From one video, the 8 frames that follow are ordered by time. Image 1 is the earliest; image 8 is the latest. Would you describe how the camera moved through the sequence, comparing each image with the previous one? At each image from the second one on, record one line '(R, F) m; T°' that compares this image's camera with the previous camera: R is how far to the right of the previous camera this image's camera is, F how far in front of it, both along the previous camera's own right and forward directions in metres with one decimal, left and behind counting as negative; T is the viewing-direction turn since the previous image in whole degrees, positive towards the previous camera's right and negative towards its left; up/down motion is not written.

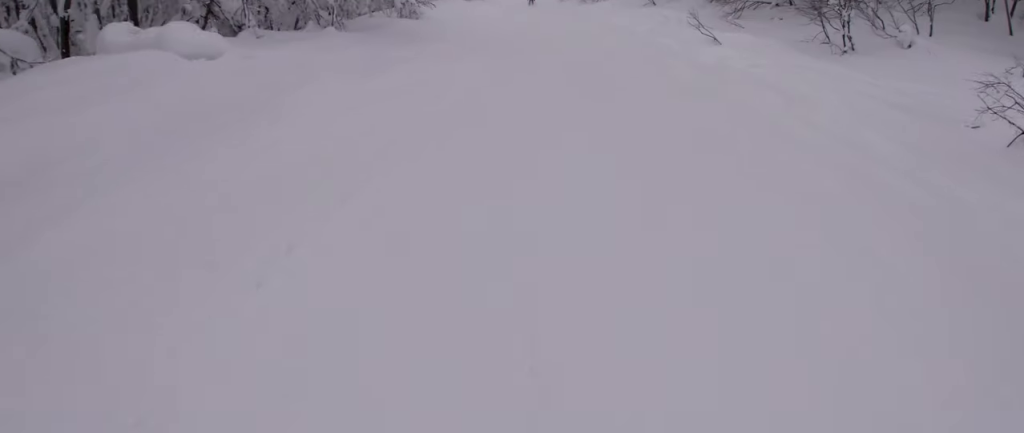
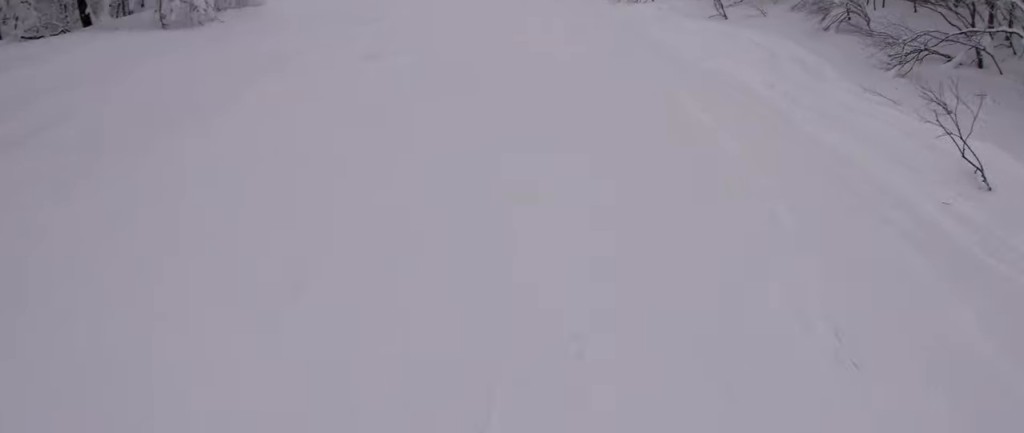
(+0.7, +13.5) m; +8°
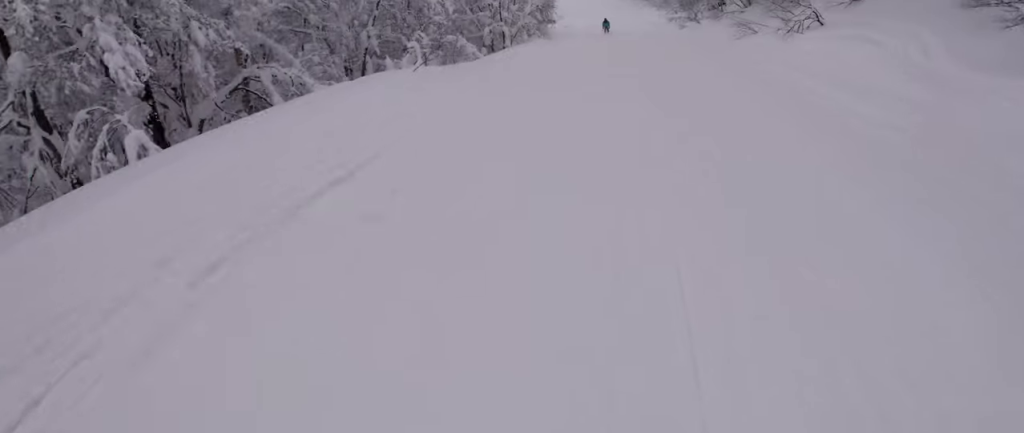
(+0.3, +16.9) m; -6°
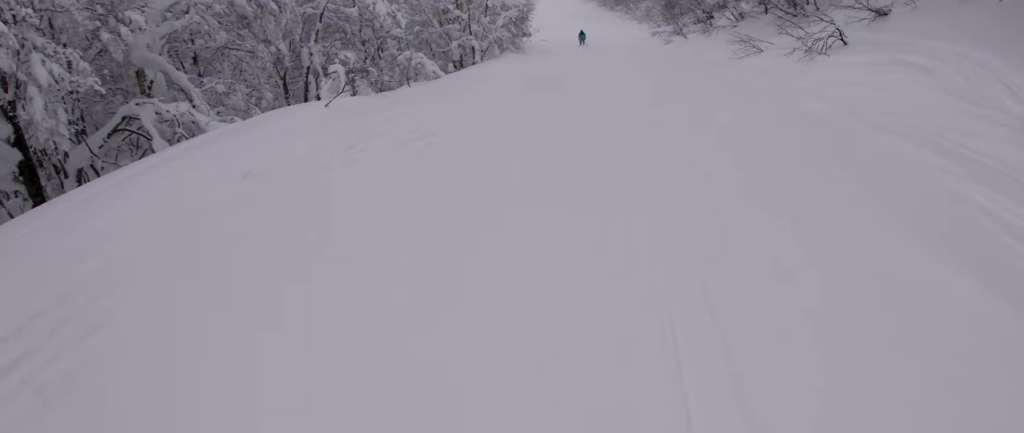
(-0.2, +4.0) m; 0°
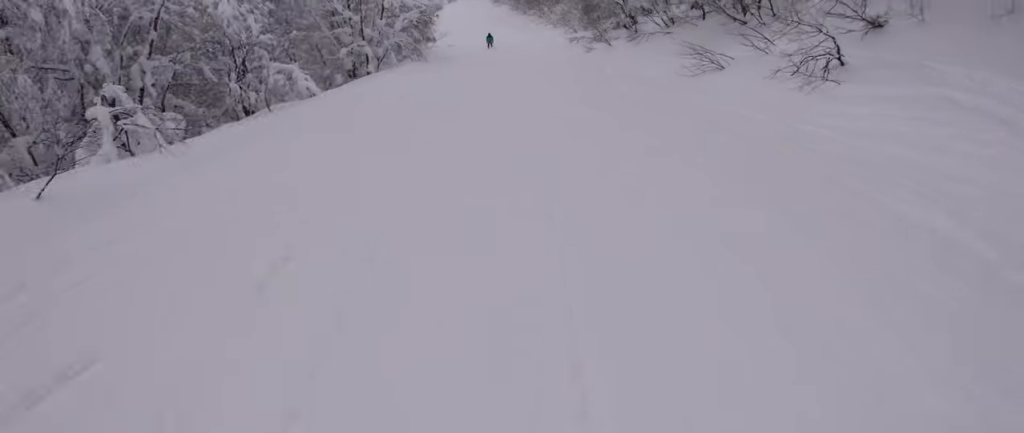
(-0.2, +5.2) m; 0°
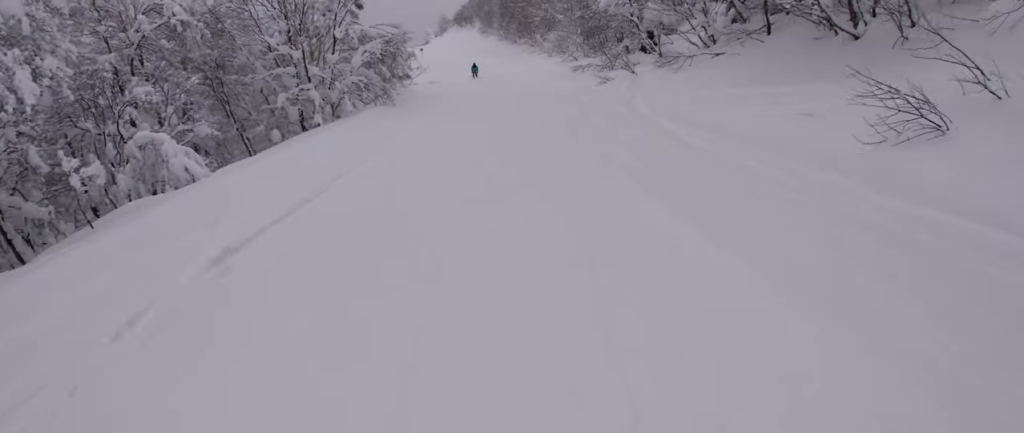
(+0.4, +8.5) m; +2°
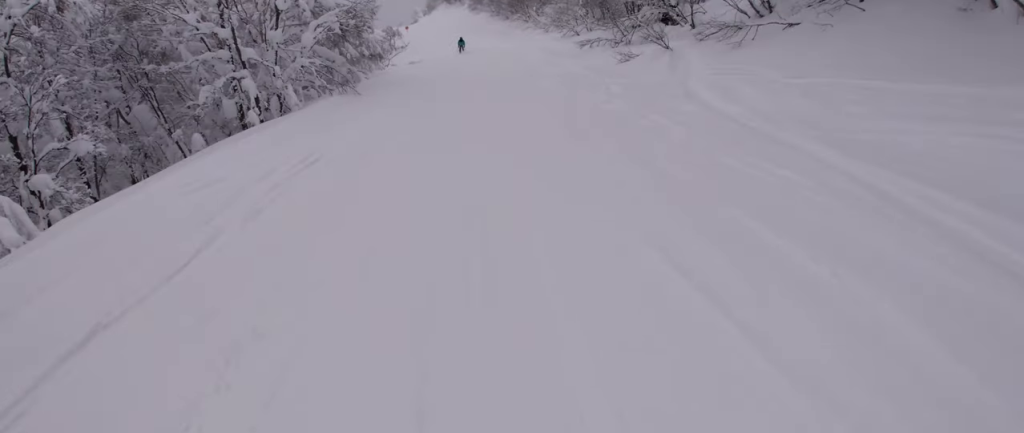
(0.0, +5.7) m; -2°
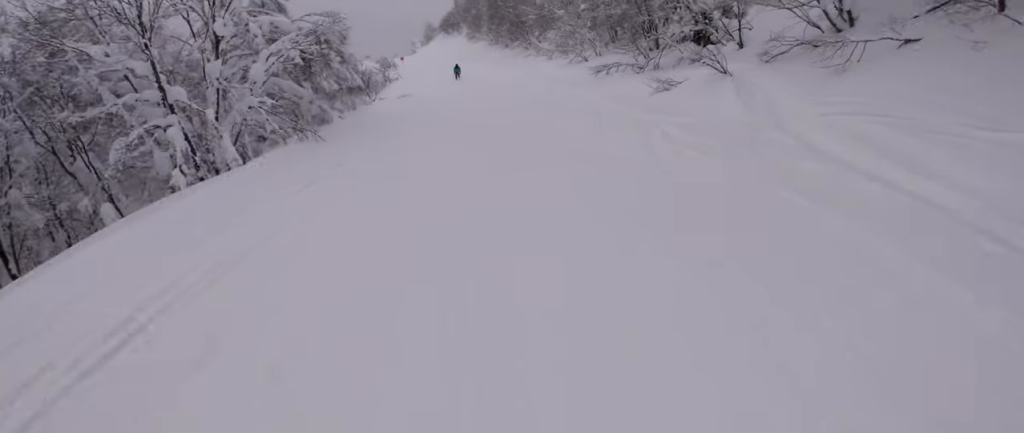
(-0.1, +4.9) m; -1°
